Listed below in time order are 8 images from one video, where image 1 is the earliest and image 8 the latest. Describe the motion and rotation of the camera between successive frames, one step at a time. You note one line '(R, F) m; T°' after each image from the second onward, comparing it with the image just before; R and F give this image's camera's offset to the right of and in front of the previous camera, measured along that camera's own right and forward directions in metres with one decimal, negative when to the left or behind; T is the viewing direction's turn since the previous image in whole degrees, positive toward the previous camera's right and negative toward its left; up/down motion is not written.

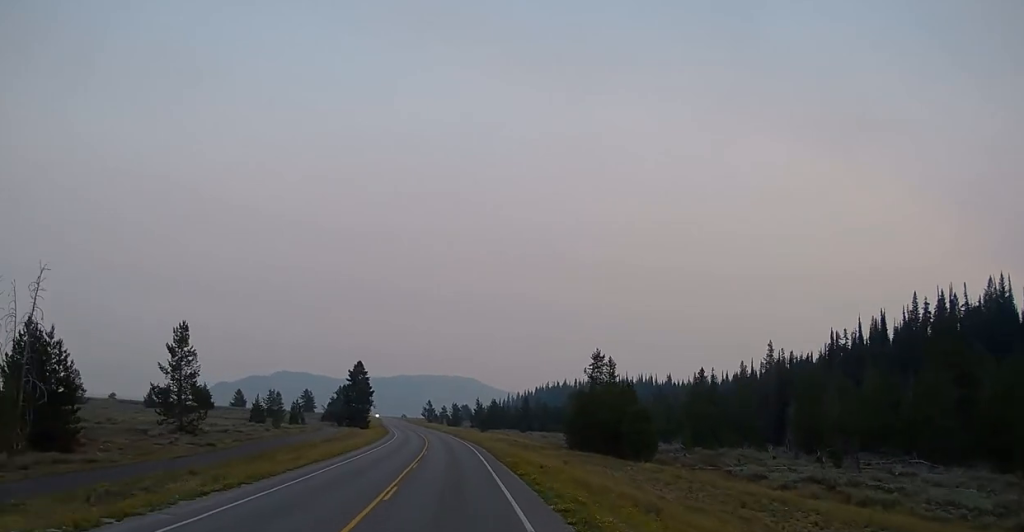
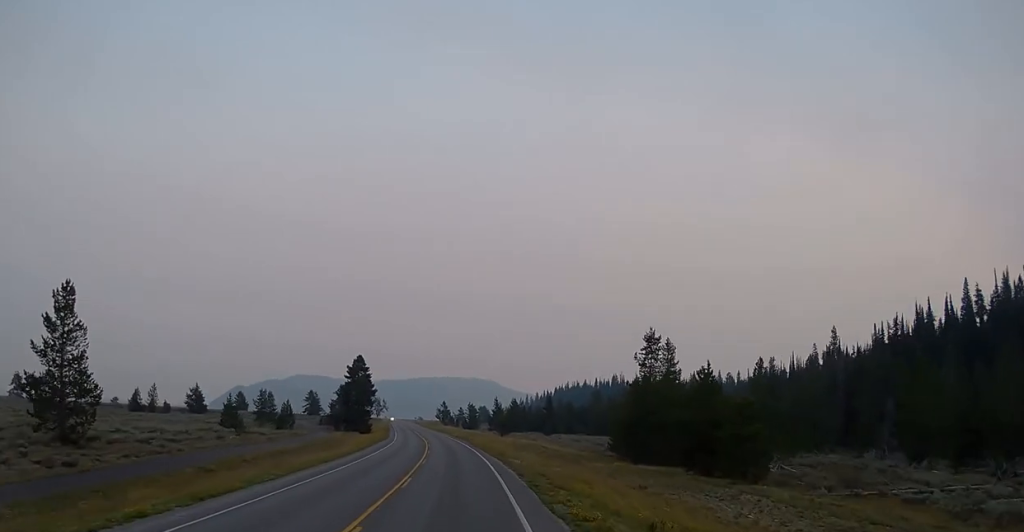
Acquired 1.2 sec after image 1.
(0.0, +20.6) m; -1°
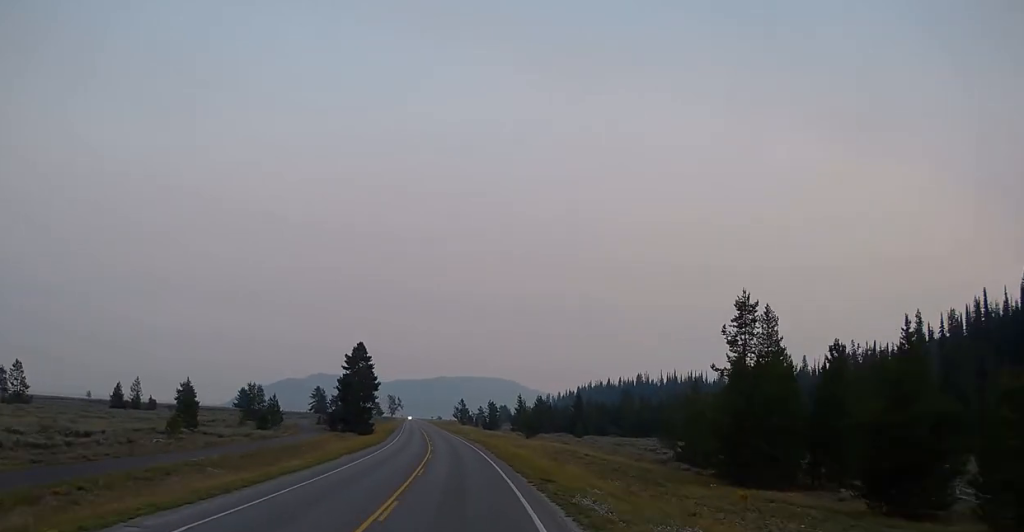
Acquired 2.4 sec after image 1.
(-0.2, +19.9) m; -1°
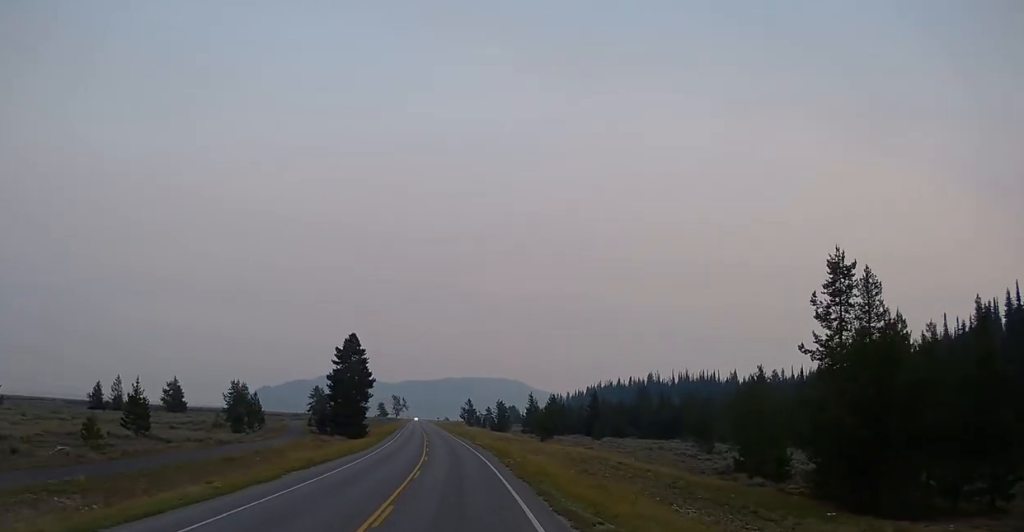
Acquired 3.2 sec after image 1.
(-0.1, +12.9) m; -1°
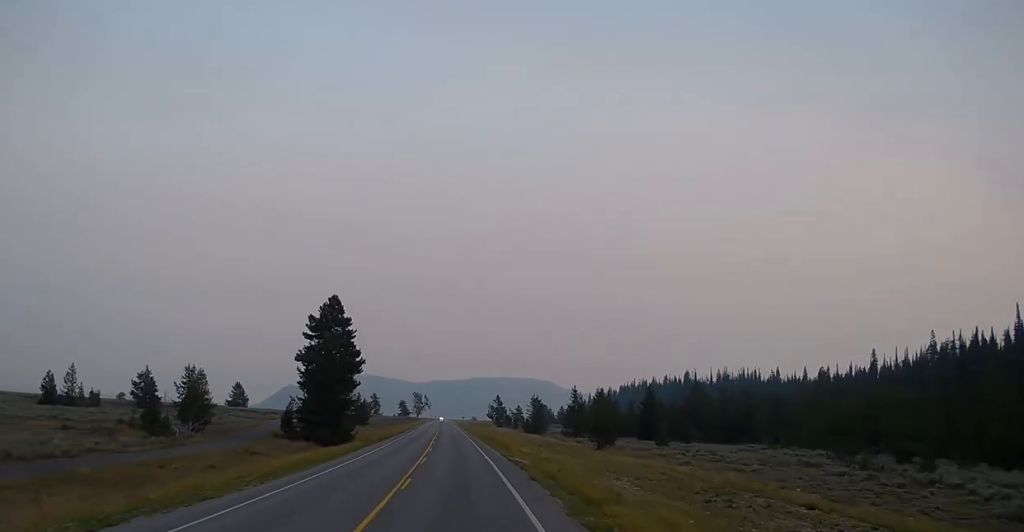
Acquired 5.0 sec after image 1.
(-0.8, +30.4) m; -2°
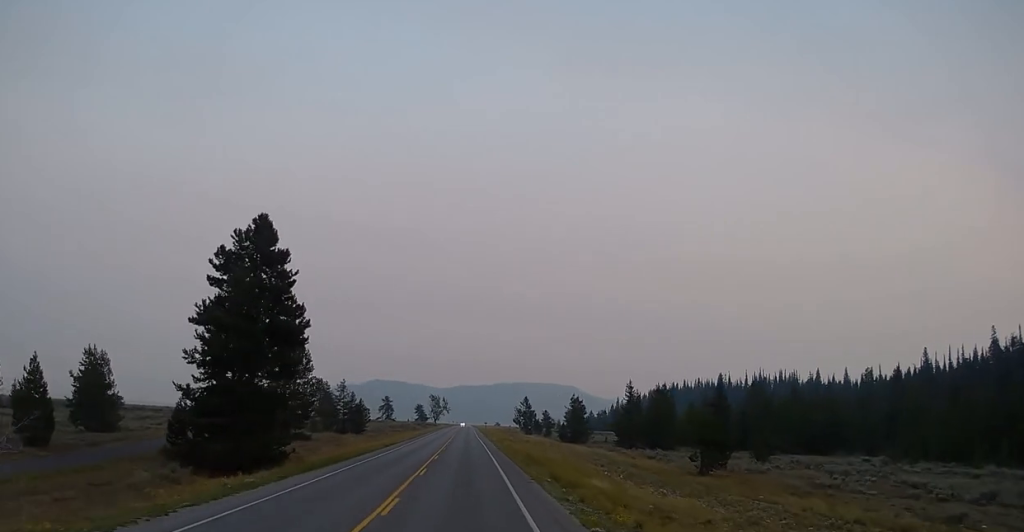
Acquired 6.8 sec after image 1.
(-0.2, +29.9) m; -2°
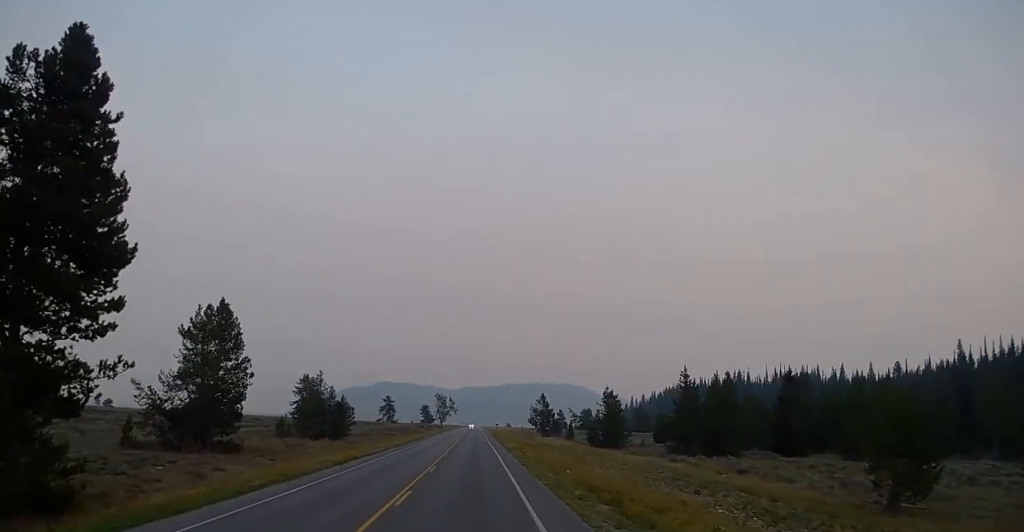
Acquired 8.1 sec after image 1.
(-0.5, +22.0) m; -2°
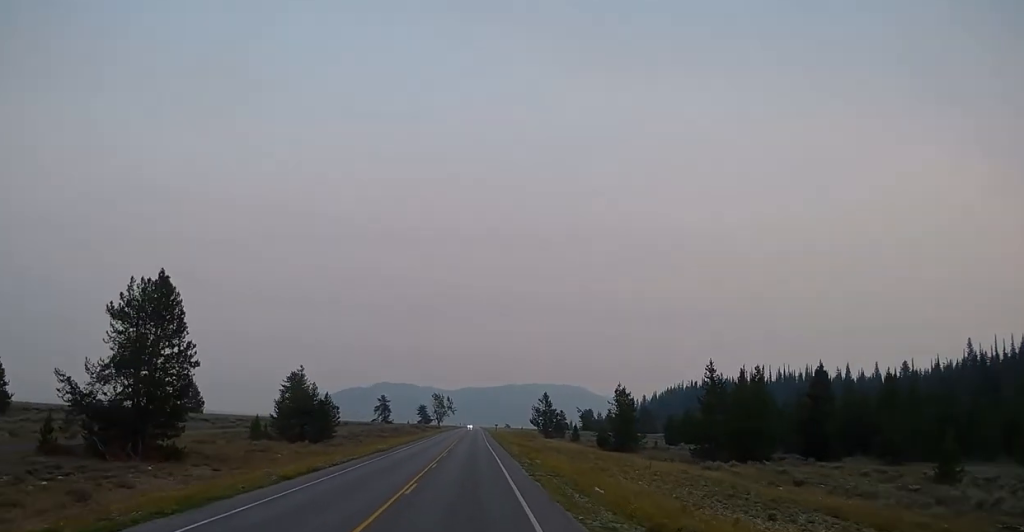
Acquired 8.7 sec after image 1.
(0.0, +9.2) m; 0°
